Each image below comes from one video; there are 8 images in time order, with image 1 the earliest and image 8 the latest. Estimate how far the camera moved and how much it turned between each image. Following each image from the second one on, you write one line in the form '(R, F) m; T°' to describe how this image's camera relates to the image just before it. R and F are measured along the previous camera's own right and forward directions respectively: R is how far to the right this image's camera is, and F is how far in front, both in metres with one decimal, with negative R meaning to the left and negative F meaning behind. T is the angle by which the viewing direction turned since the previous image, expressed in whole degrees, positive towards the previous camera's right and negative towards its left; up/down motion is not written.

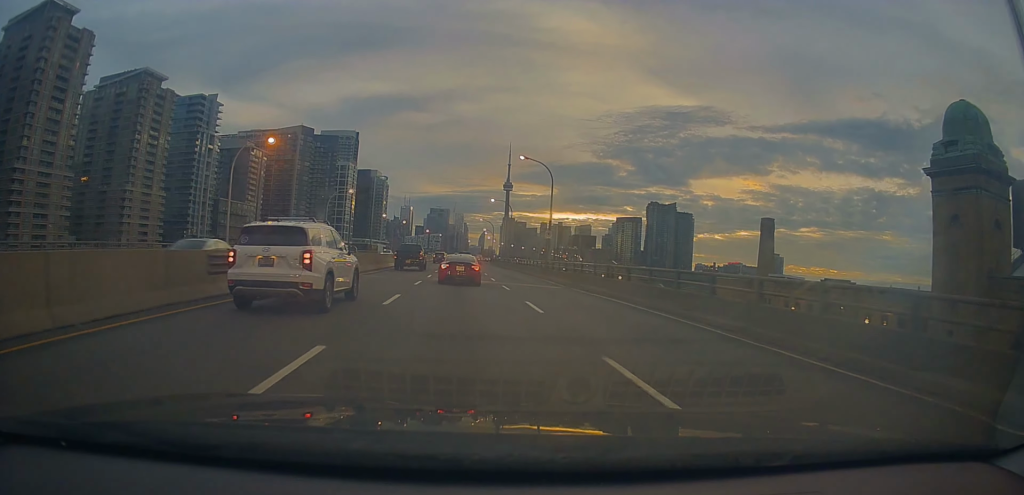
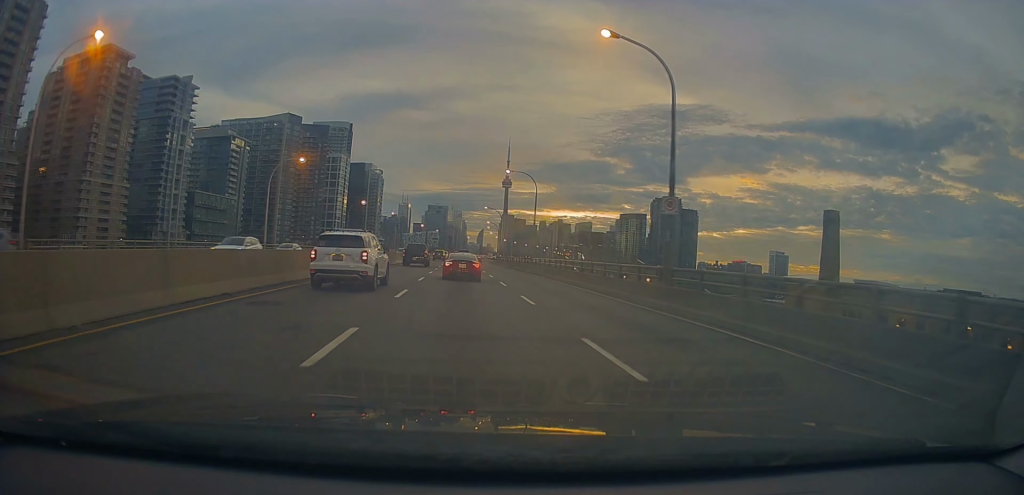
(-0.4, +24.7) m; 0°
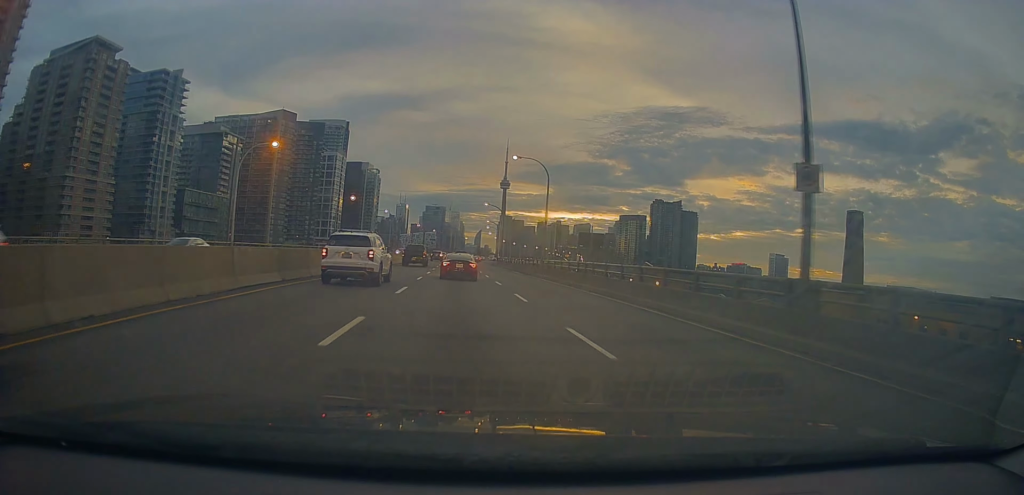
(+0.3, +8.0) m; +1°
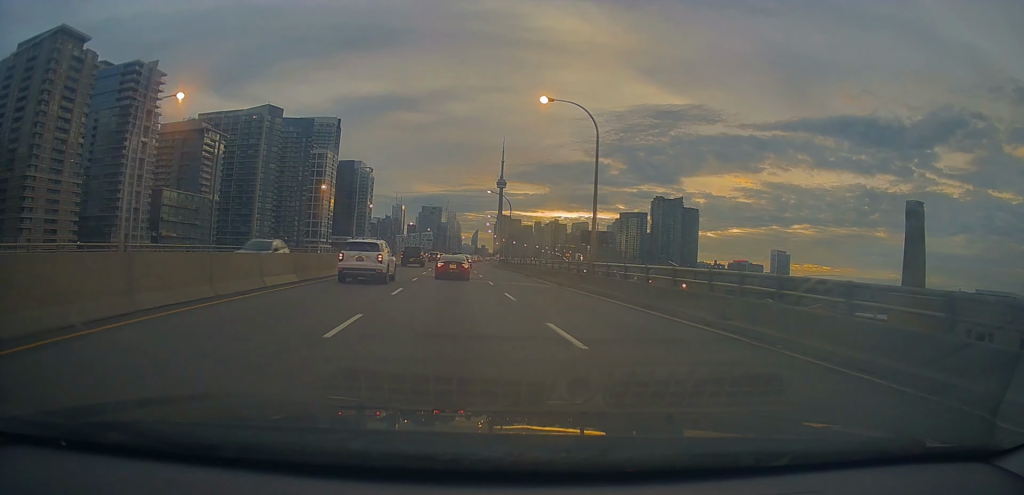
(+0.4, +16.9) m; 0°
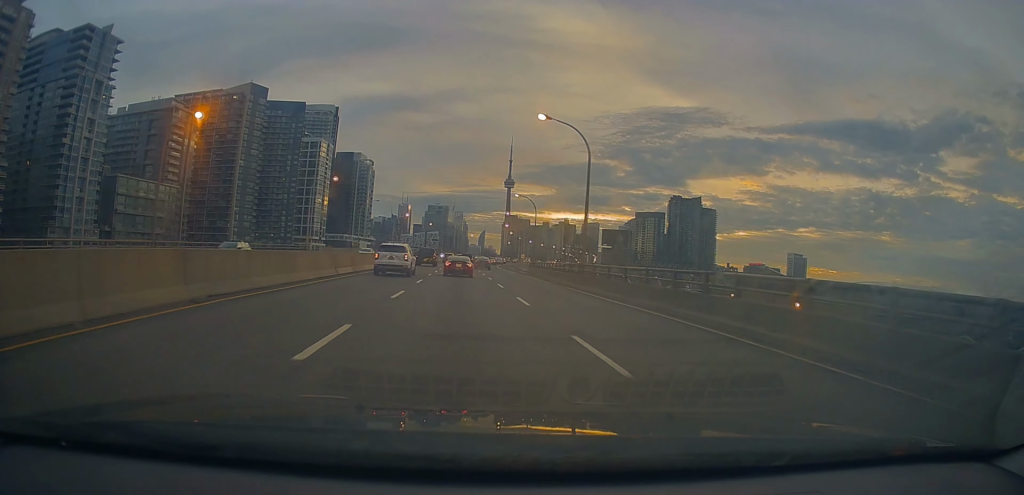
(-0.9, +37.9) m; 0°
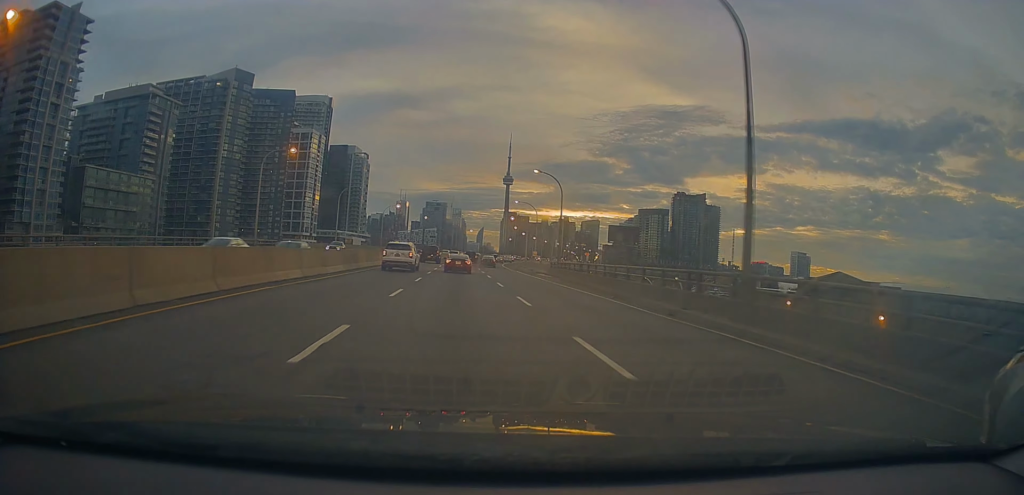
(+0.5, +18.3) m; +1°
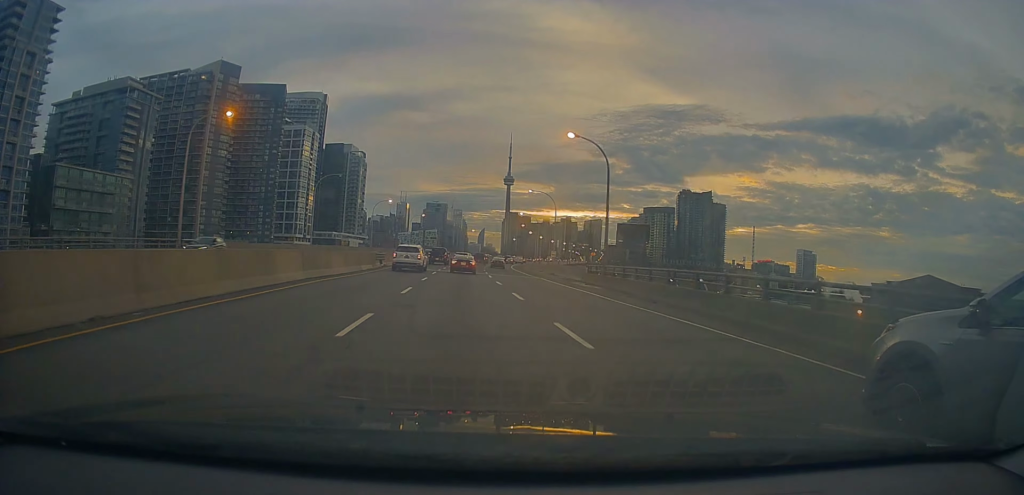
(0.0, +15.8) m; -1°
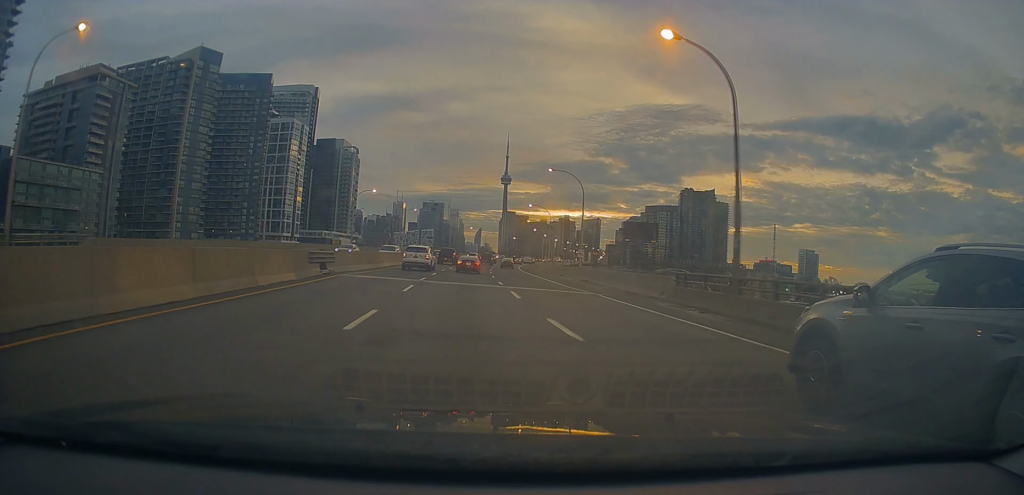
(-0.3, +17.5) m; 0°
